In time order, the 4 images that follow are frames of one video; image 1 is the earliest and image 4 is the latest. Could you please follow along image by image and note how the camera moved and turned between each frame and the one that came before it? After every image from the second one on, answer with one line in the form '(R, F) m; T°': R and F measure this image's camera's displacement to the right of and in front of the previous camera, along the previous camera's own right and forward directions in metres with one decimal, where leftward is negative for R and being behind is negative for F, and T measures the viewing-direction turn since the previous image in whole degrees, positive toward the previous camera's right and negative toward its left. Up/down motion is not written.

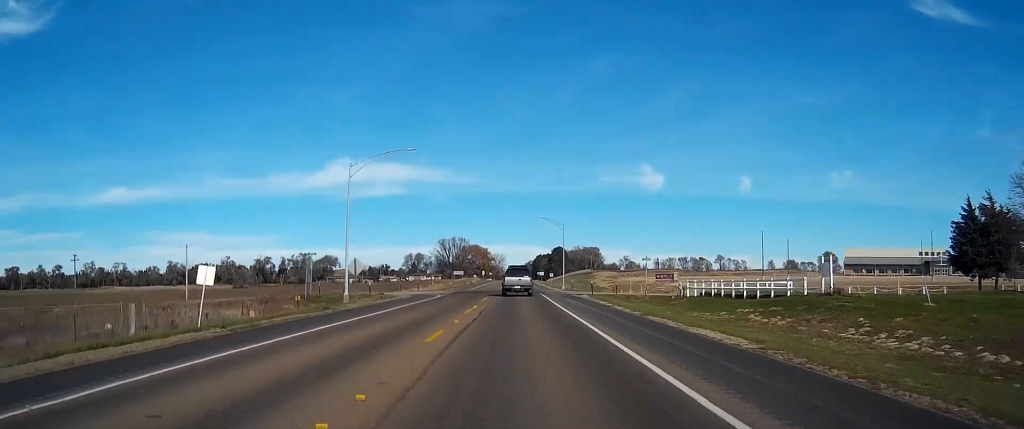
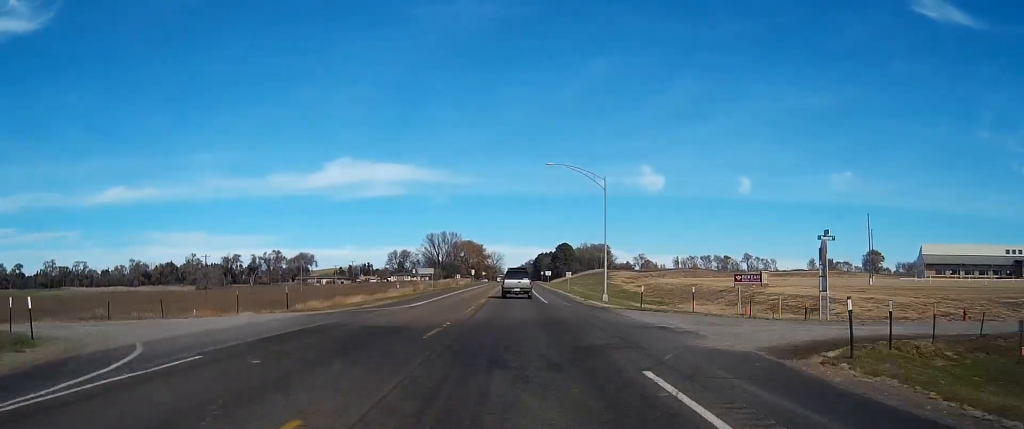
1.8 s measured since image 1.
(-0.1, +48.4) m; 0°
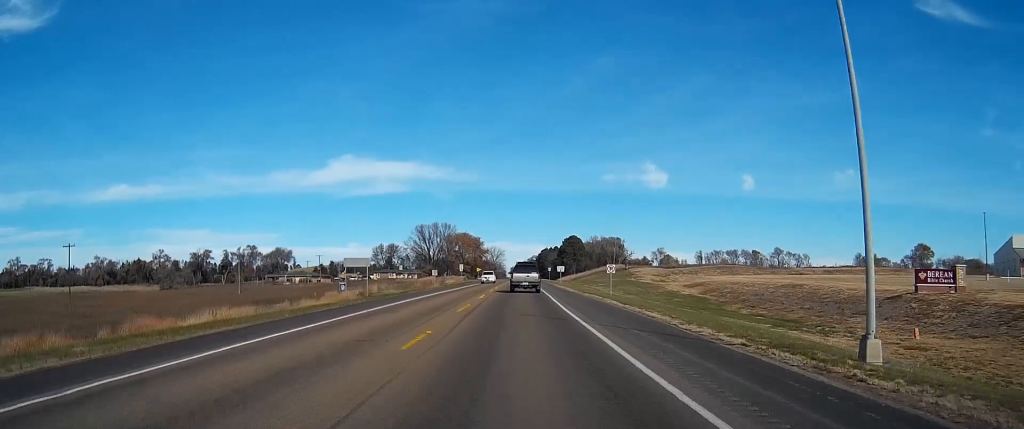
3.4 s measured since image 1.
(+0.1, +40.2) m; 0°
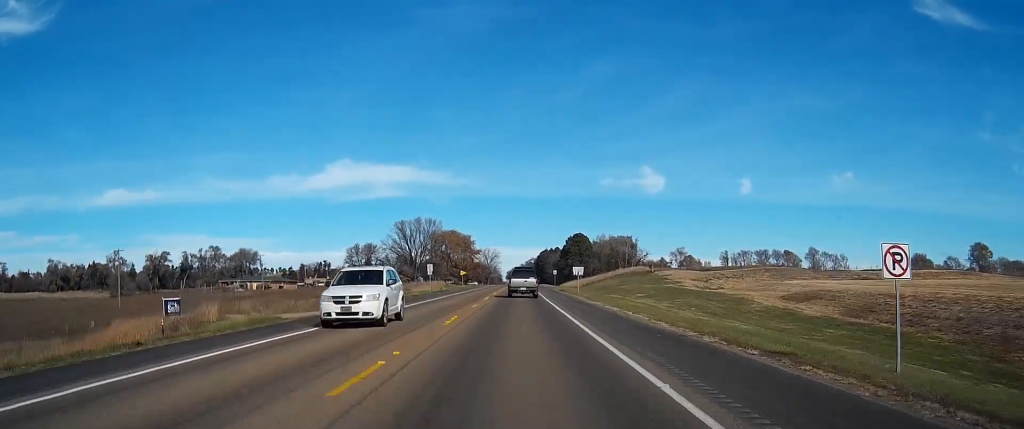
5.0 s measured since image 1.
(+0.1, +41.6) m; 0°
